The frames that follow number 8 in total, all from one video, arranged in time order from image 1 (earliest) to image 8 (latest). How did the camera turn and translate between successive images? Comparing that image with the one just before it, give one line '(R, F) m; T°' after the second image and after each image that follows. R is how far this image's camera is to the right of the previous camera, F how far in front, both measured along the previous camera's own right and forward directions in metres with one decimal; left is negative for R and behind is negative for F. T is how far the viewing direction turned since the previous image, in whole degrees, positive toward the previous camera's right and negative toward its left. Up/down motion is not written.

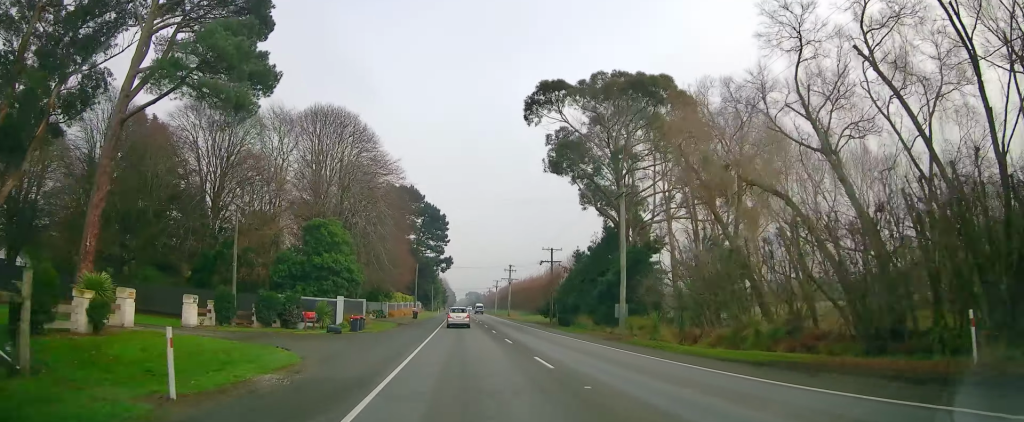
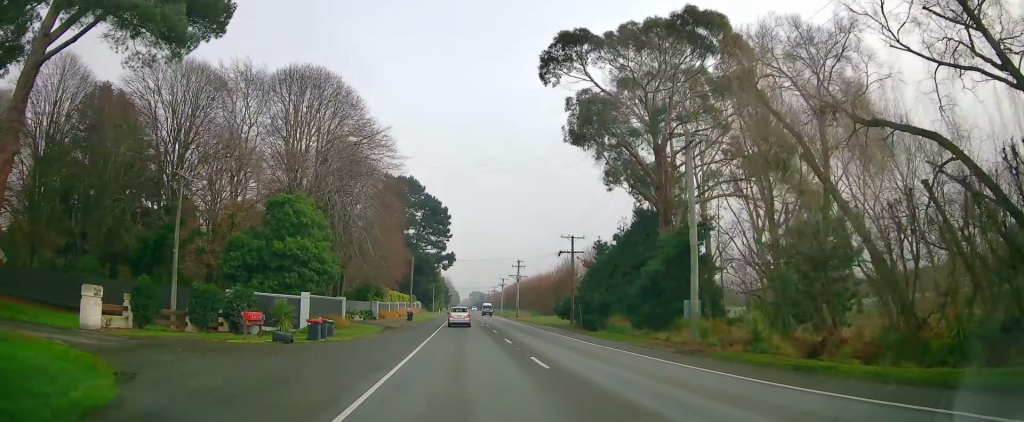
(0.0, +9.7) m; -1°
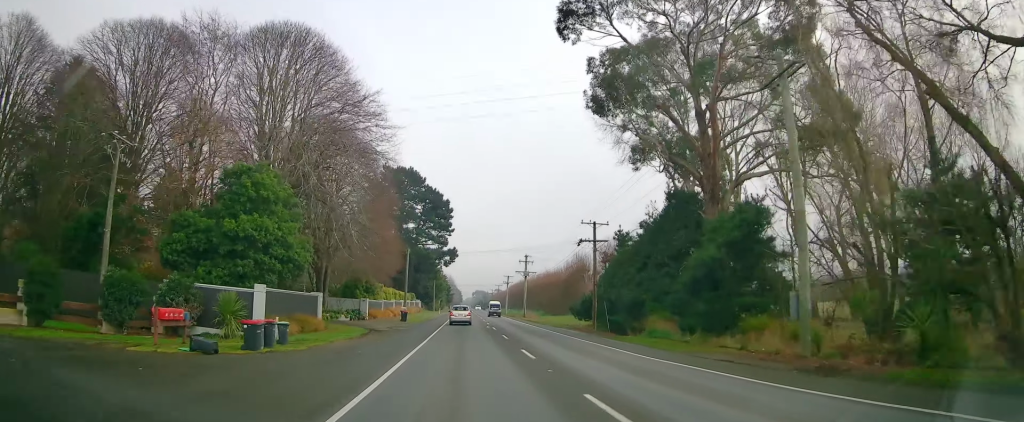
(+0.1, +7.4) m; -1°
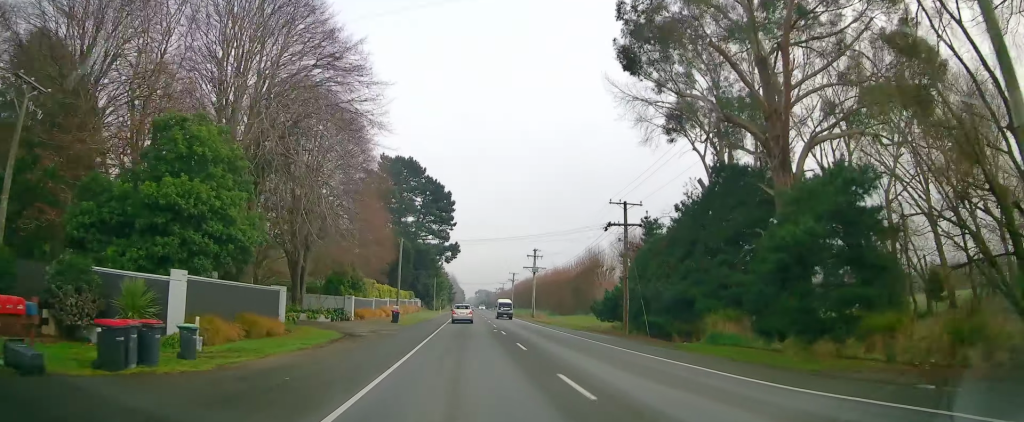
(-0.1, +7.4) m; 0°
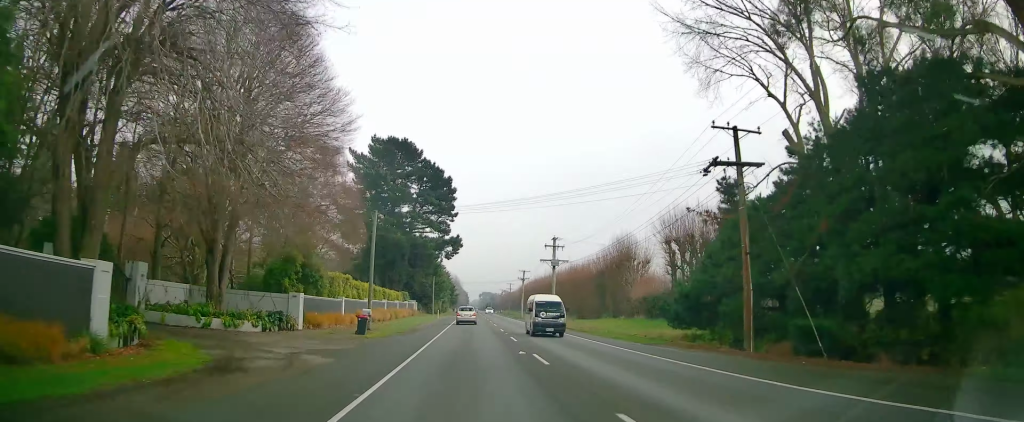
(-0.3, +14.3) m; 0°
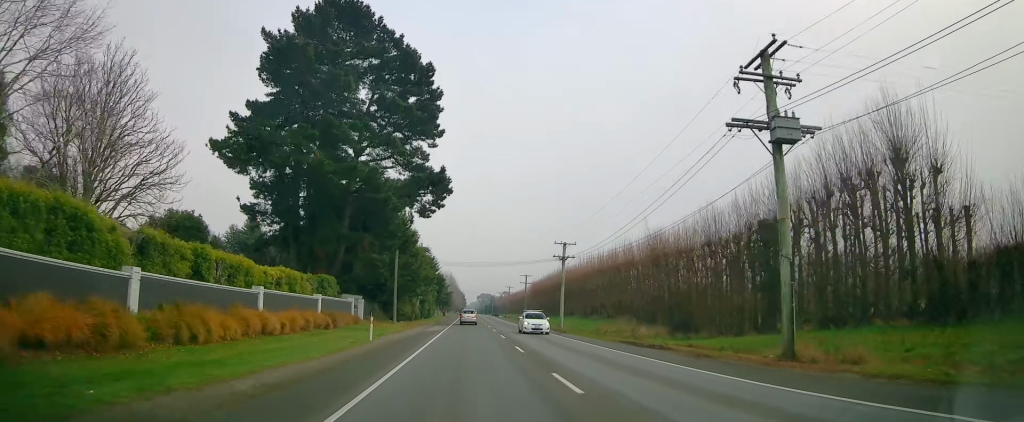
(+0.2, +44.7) m; 0°
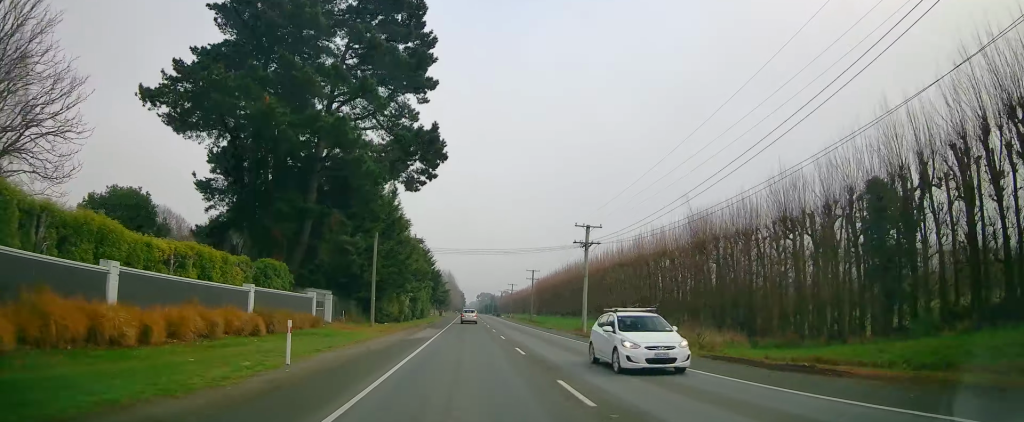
(0.0, +10.8) m; 0°
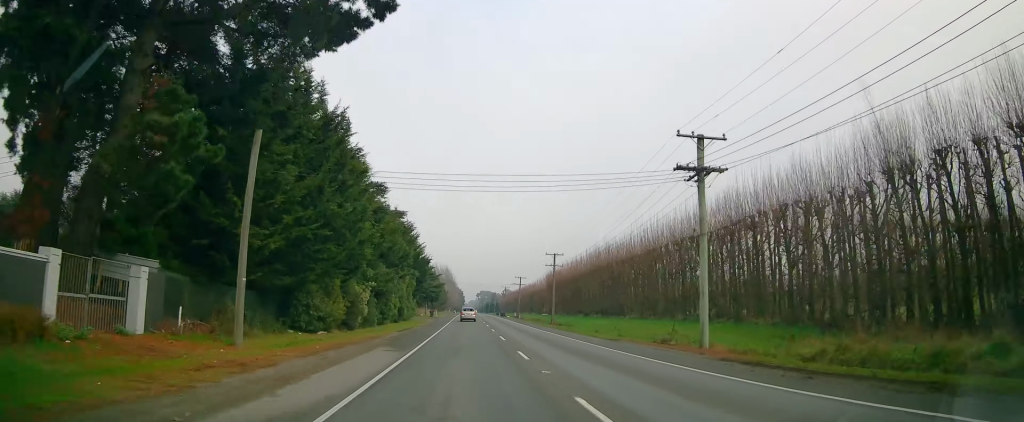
(-0.1, +22.1) m; 0°
